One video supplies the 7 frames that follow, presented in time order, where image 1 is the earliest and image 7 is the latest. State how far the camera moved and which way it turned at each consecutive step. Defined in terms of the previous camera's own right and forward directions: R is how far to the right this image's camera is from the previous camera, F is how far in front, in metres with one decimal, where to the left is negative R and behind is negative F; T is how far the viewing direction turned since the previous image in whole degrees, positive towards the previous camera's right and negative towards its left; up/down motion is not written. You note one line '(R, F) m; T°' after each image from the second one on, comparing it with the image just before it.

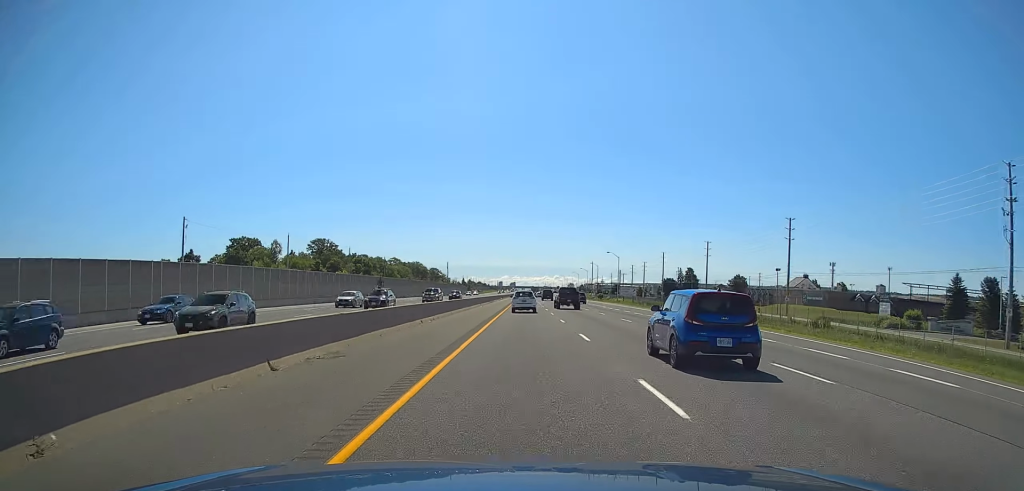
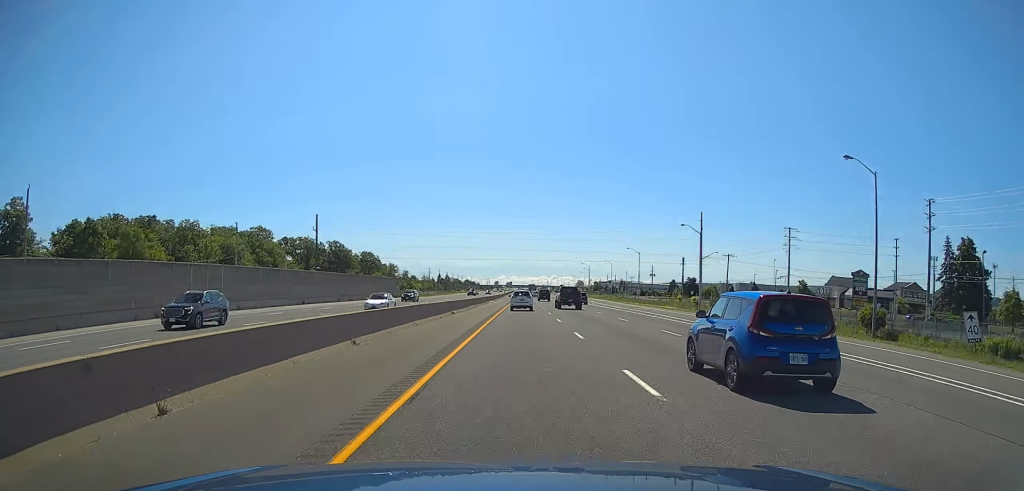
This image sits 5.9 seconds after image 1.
(0.0, +184.3) m; 0°
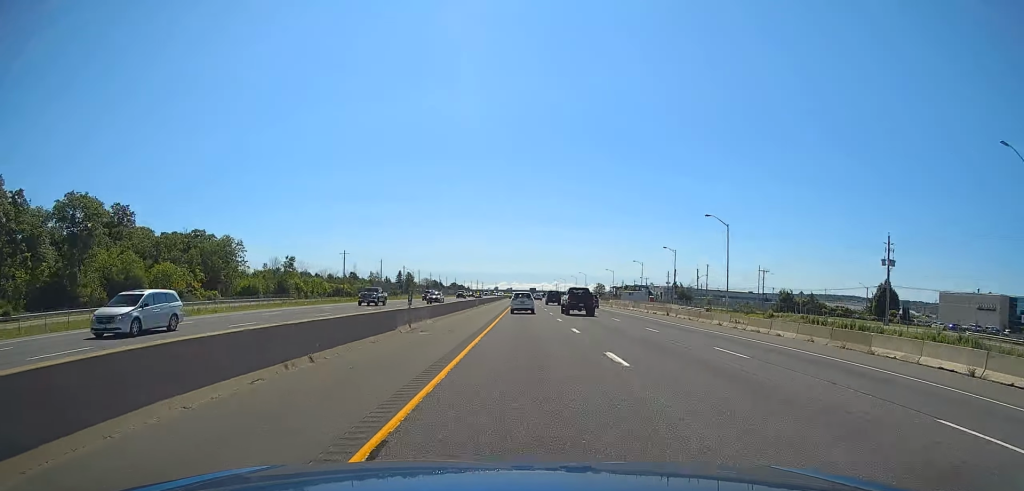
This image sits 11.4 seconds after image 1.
(-0.1, +173.1) m; 0°
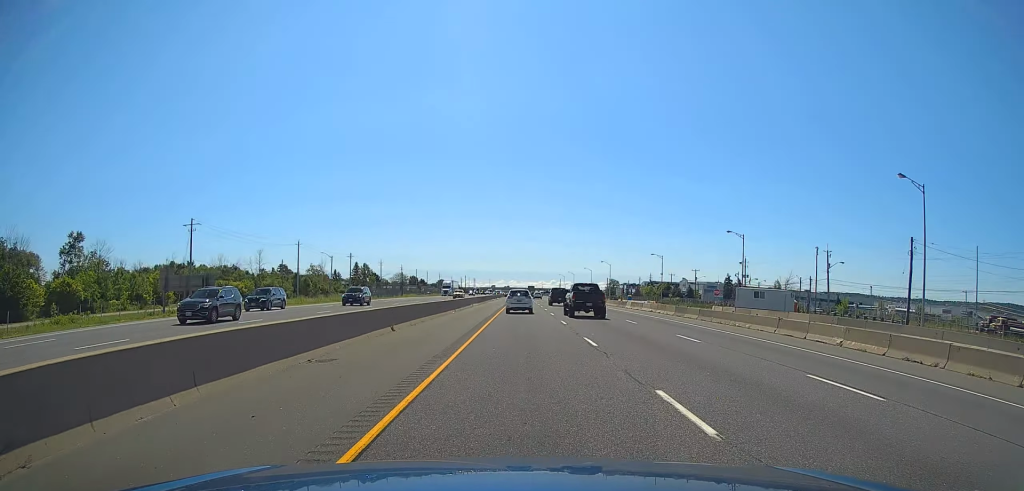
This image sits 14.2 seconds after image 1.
(0.0, +86.3) m; 0°
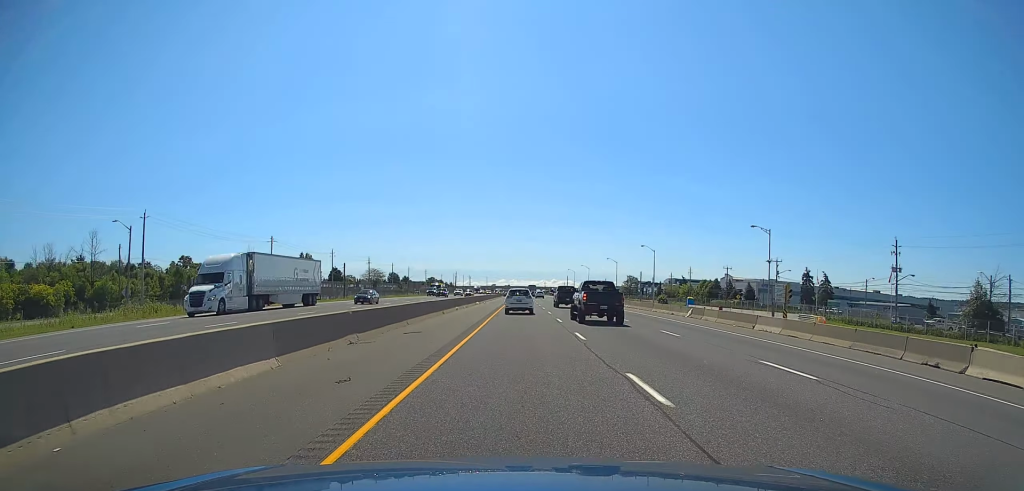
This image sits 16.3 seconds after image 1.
(+0.1, +67.4) m; 0°
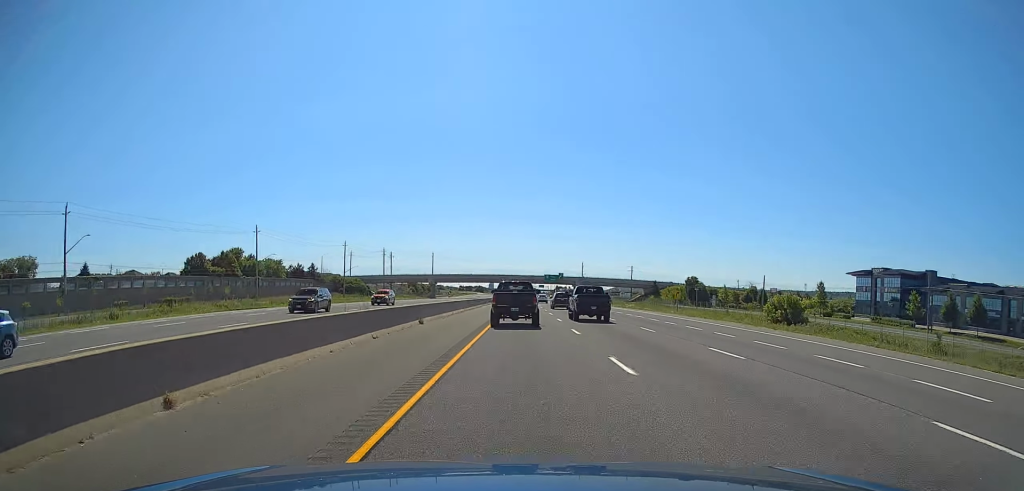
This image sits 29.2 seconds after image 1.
(+0.2, +394.5) m; 0°
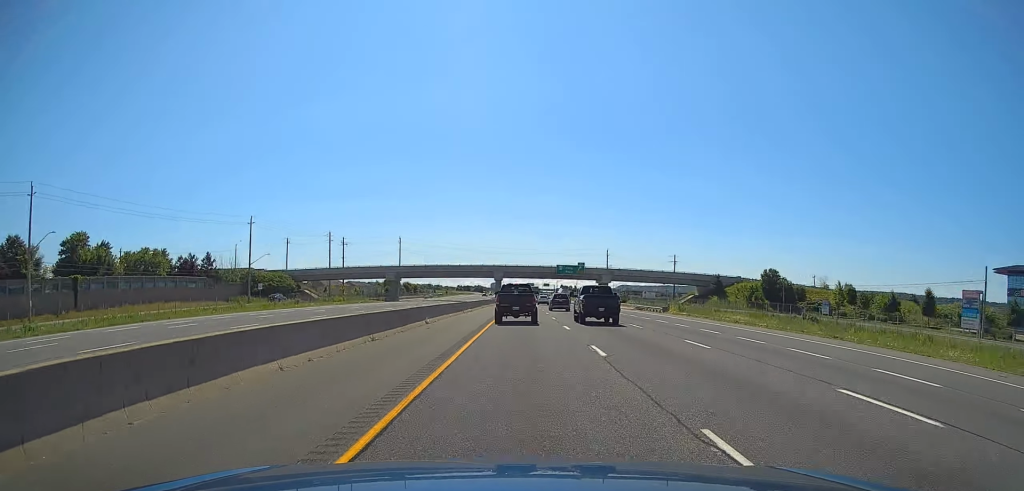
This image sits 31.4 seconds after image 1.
(-0.1, +69.6) m; 0°
